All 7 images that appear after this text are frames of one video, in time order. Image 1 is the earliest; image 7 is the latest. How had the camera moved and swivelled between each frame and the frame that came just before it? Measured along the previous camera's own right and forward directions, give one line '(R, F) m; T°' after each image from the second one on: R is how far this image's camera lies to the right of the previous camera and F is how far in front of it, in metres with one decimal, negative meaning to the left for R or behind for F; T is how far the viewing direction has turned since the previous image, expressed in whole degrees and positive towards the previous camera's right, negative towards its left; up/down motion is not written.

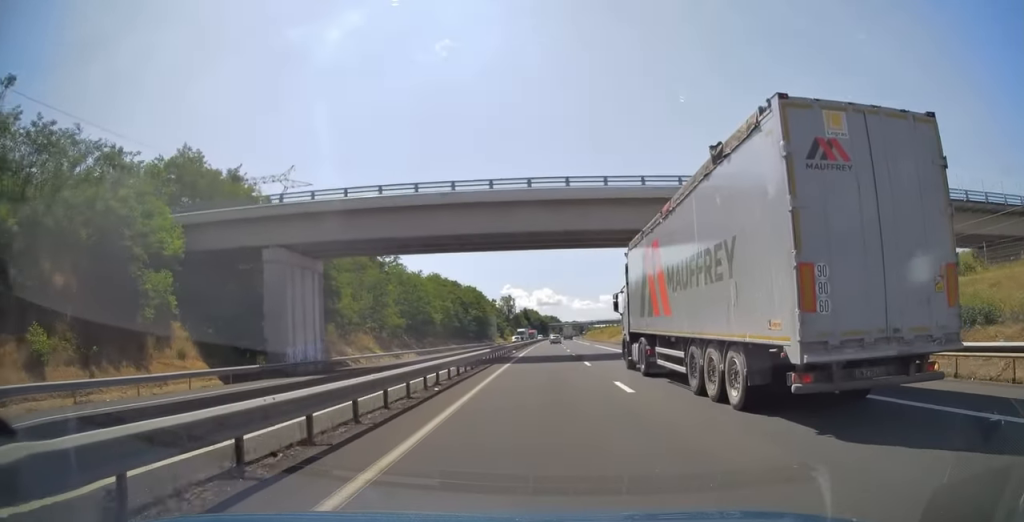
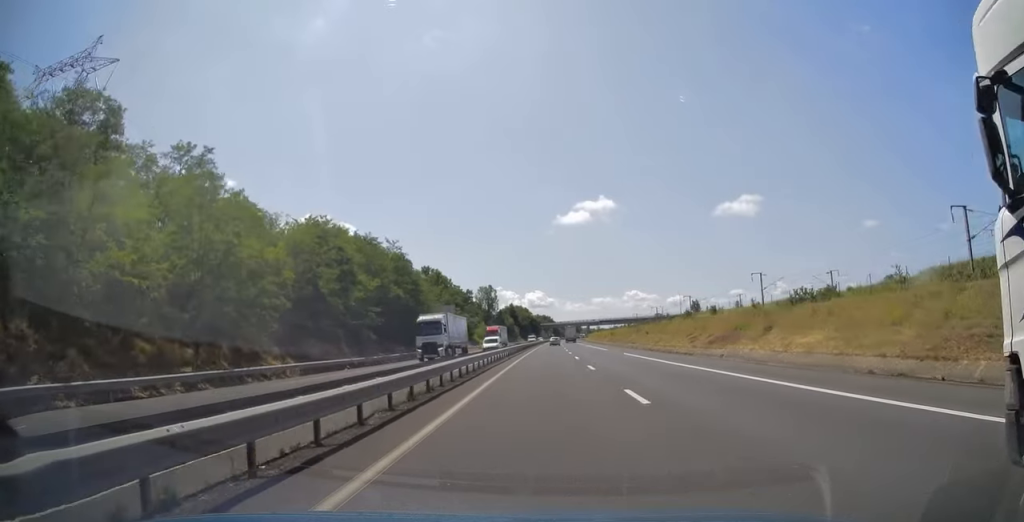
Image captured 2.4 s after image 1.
(+0.9, +77.9) m; +1°
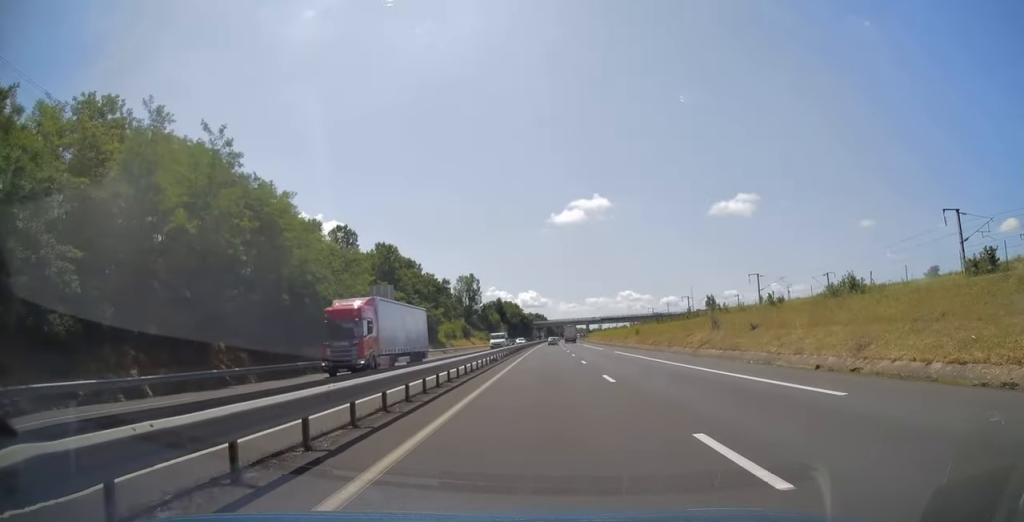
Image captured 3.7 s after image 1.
(+0.1, +44.4) m; 0°
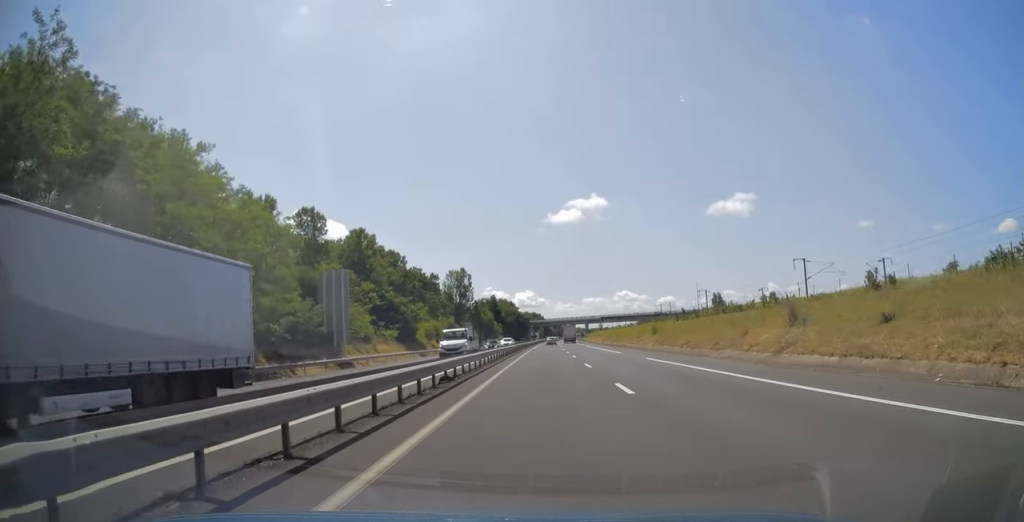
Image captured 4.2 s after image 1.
(-0.1, +16.5) m; 0°
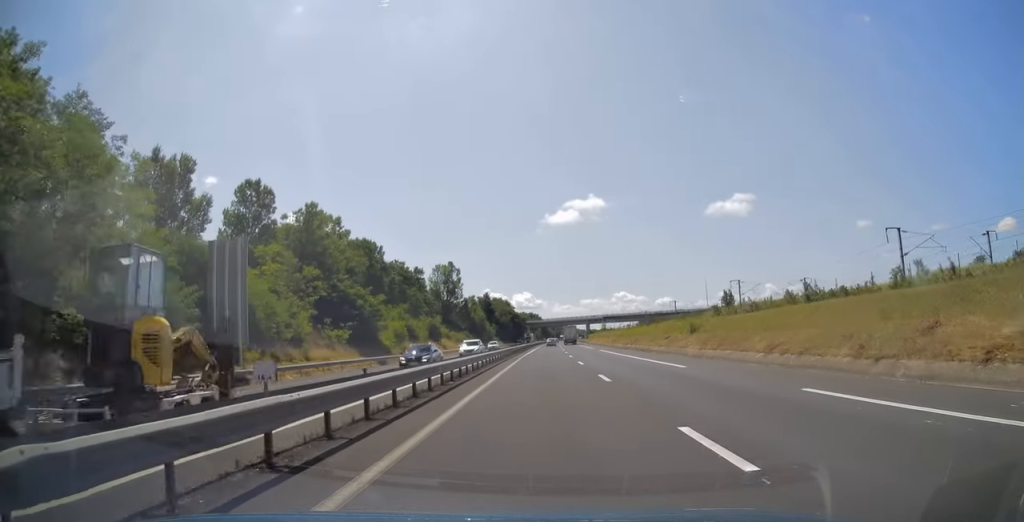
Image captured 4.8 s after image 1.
(+0.2, +20.5) m; 0°
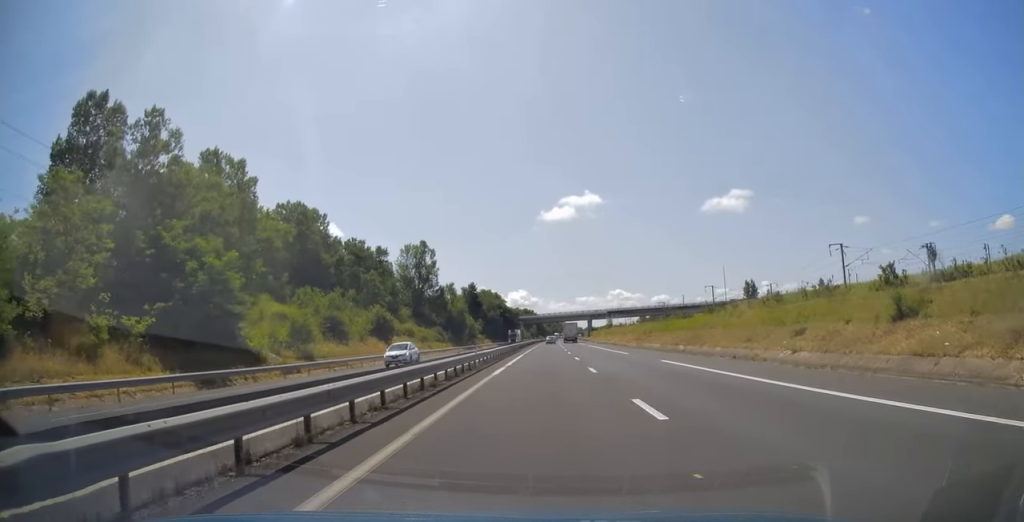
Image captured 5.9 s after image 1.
(+0.1, +34.5) m; 0°
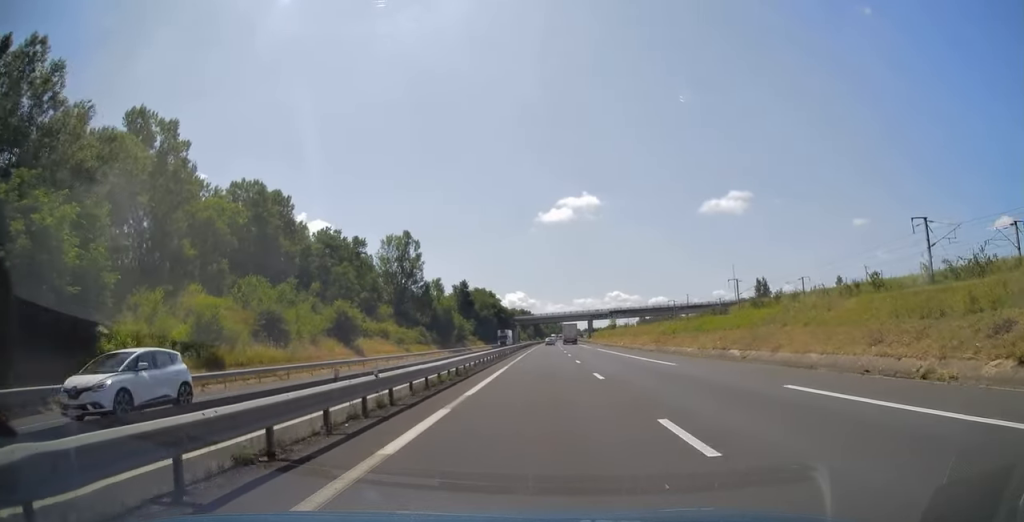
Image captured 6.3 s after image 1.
(0.0, +15.1) m; 0°
